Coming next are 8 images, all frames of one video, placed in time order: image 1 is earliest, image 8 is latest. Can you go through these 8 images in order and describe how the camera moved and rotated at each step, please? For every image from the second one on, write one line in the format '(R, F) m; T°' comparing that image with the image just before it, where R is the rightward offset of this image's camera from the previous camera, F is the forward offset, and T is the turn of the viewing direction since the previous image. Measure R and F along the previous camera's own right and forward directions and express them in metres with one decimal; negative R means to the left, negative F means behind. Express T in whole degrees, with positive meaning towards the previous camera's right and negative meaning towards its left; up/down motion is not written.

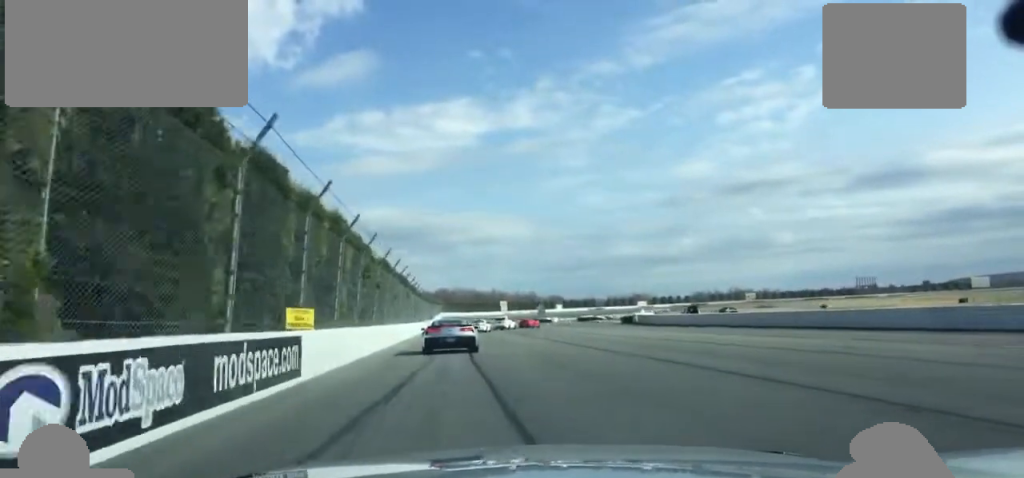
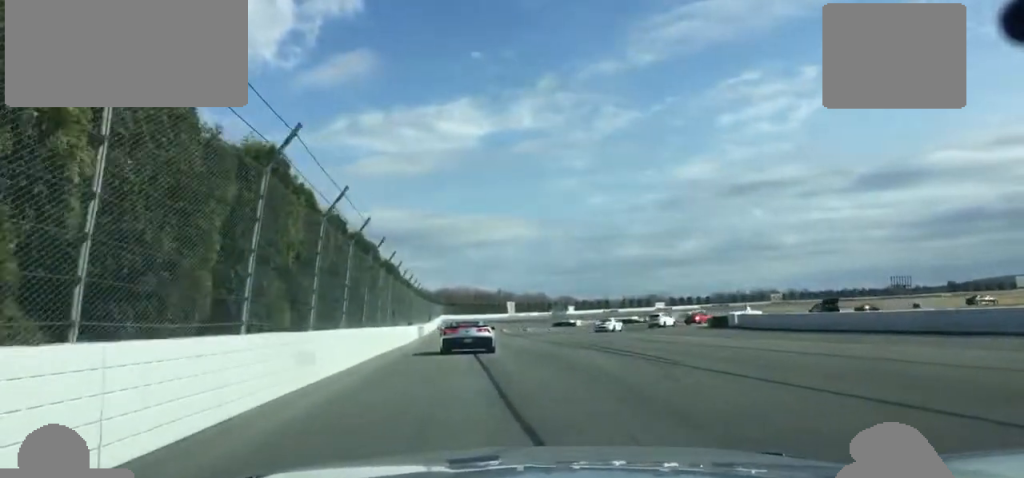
(+0.2, +36.2) m; +1°
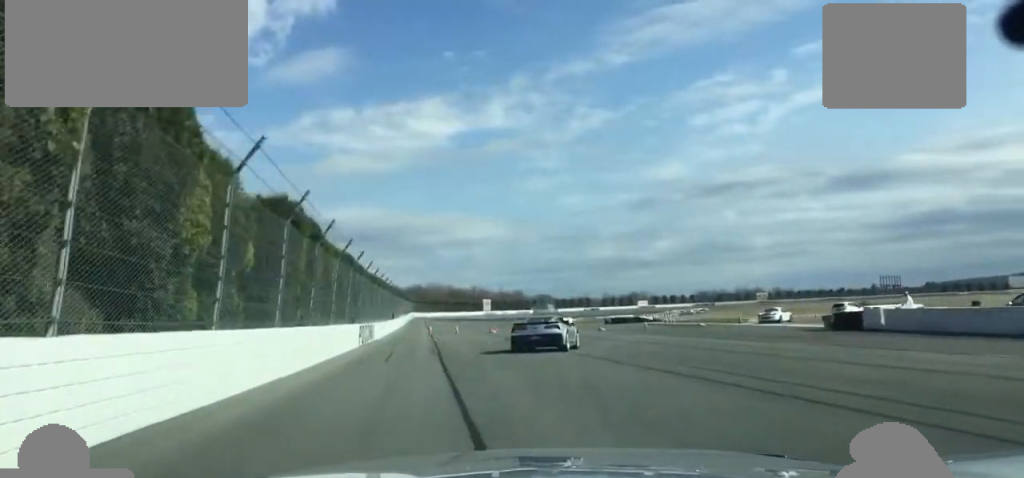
(+0.3, +27.7) m; +5°
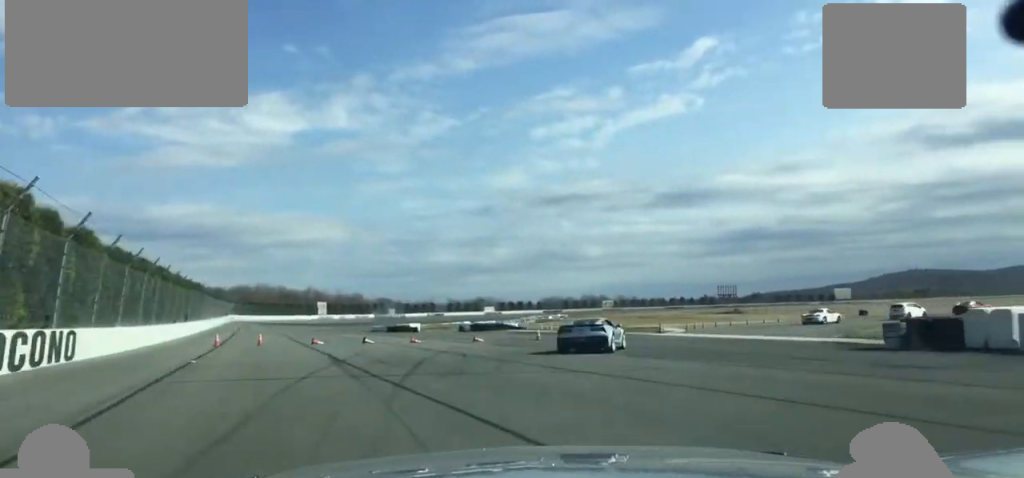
(+2.0, +22.9) m; +10°
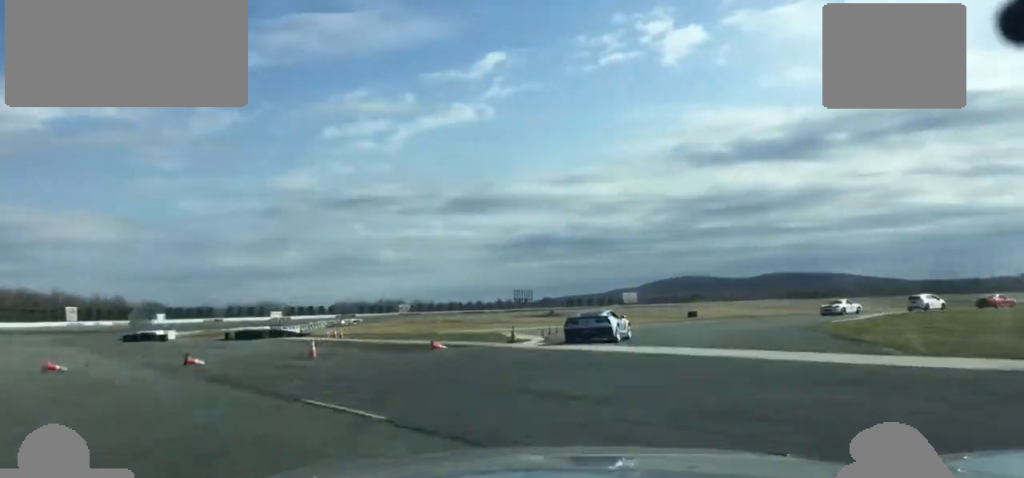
(+2.5, +22.9) m; +12°
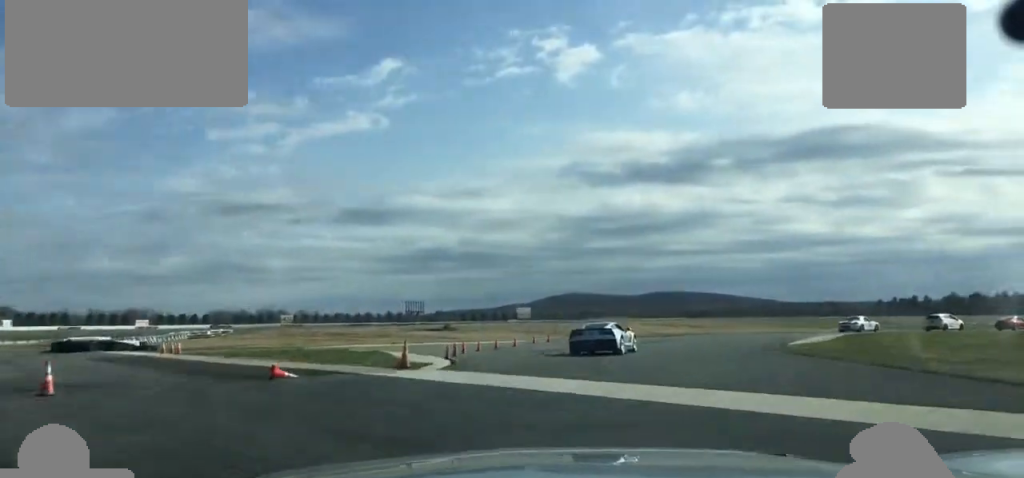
(+1.0, +11.7) m; +7°
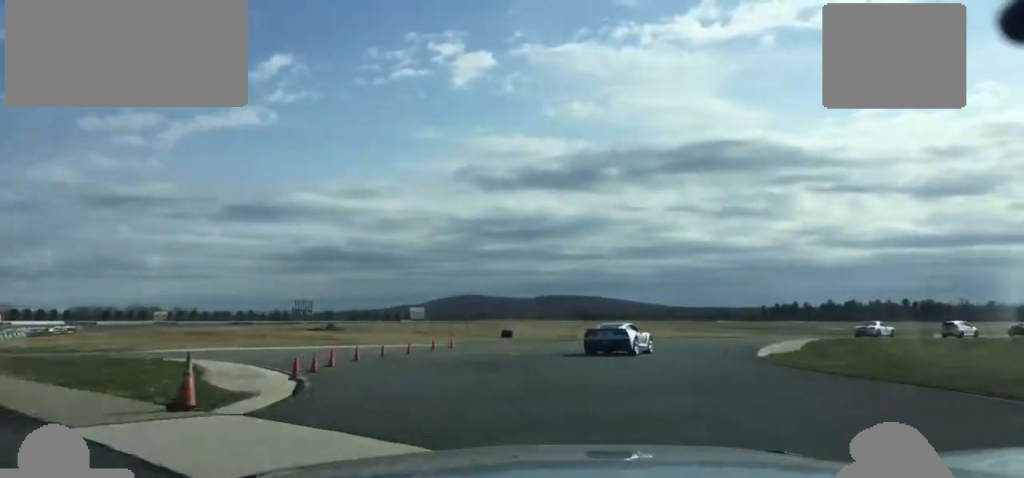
(0.0, +10.9) m; +7°
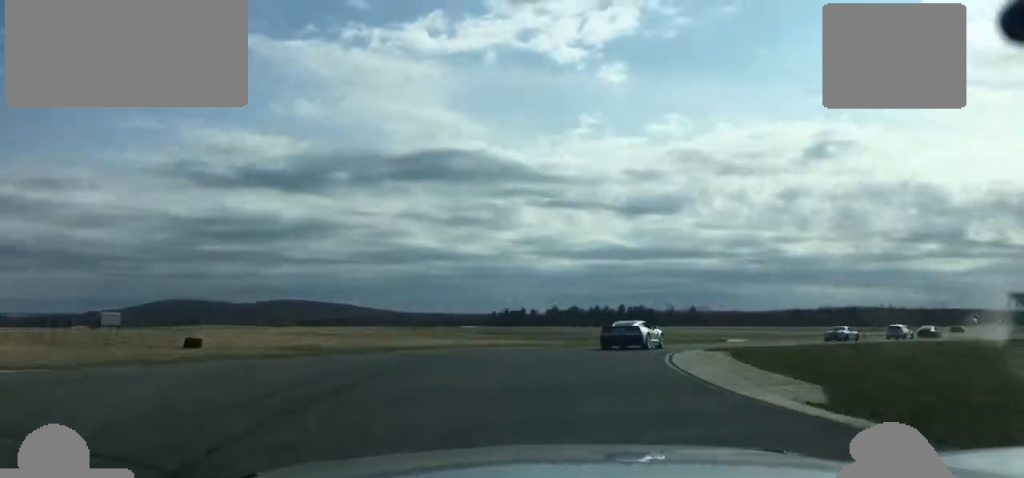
(+3.7, +25.6) m; +20°
